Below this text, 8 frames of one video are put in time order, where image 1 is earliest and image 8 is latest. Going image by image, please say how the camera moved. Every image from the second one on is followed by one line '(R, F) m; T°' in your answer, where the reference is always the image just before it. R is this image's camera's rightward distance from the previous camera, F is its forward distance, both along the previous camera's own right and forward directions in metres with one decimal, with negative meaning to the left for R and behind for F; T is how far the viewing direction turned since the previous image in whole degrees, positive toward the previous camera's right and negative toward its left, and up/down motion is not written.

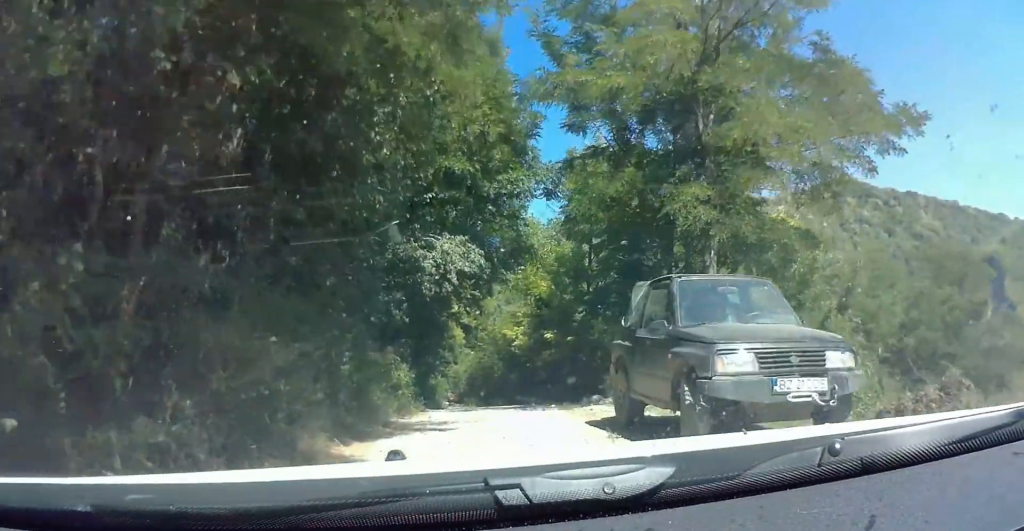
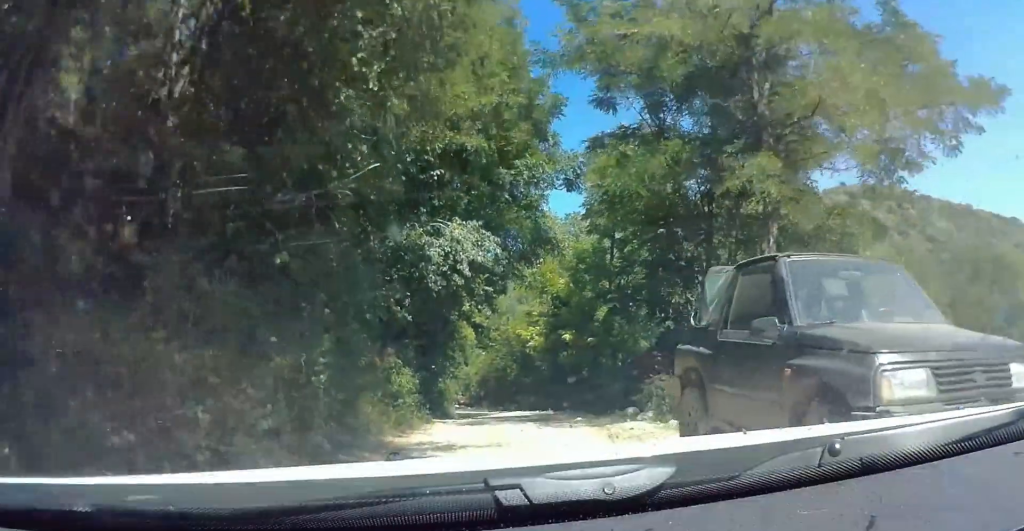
(0.0, +2.0) m; -1°
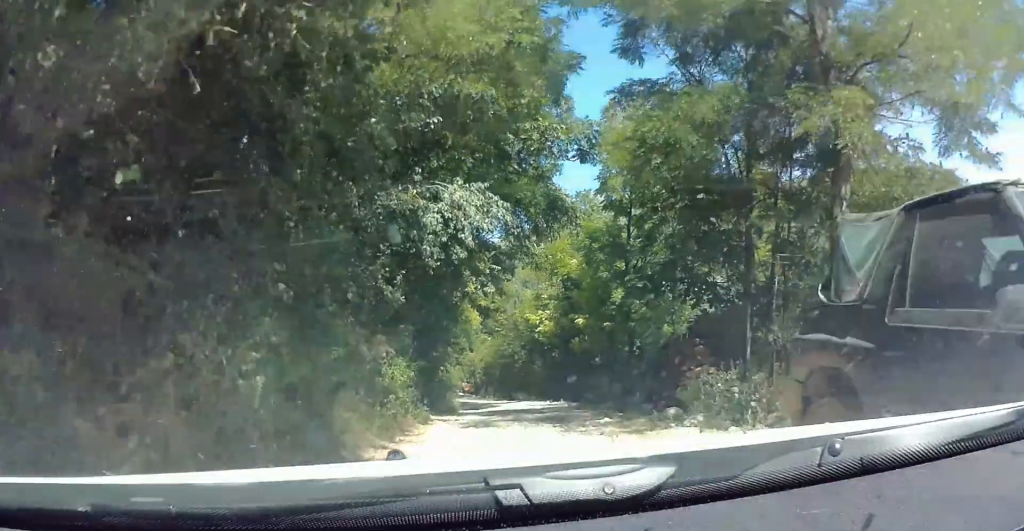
(+0.1, +2.1) m; -1°
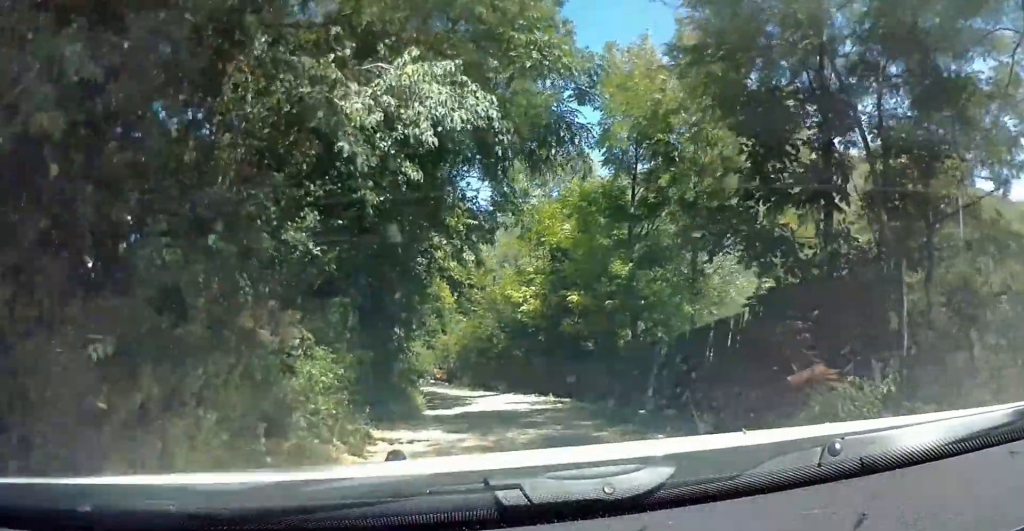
(-0.3, +4.5) m; -3°
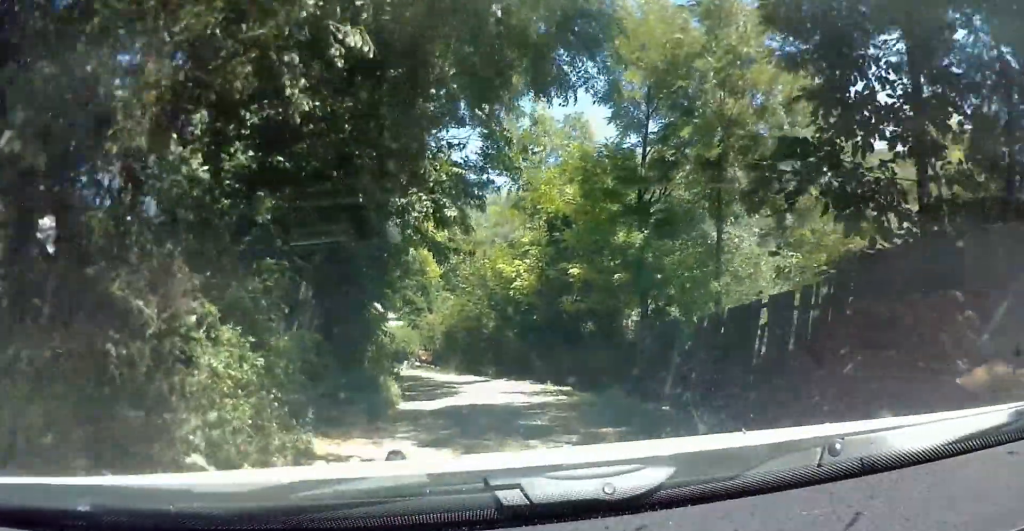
(+0.1, +2.7) m; +2°
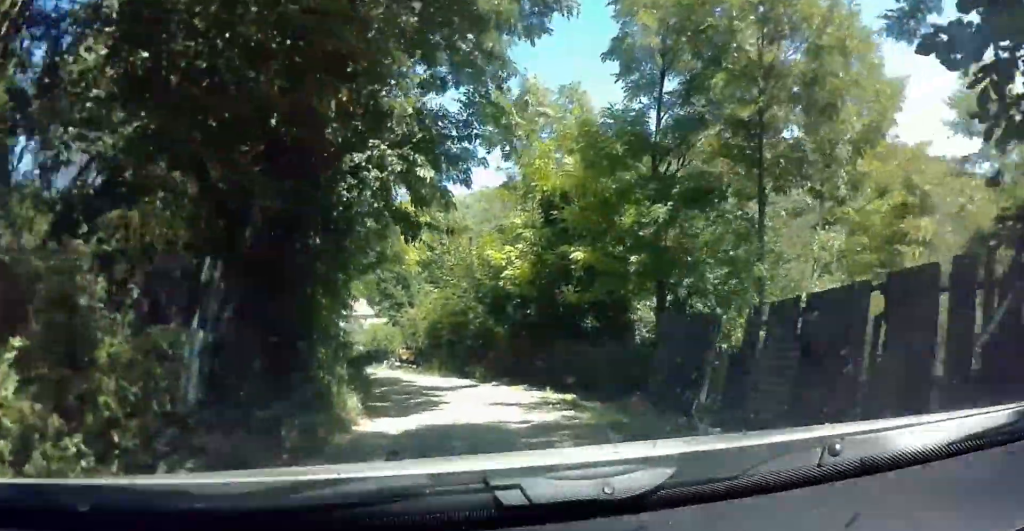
(0.0, +3.1) m; +1°
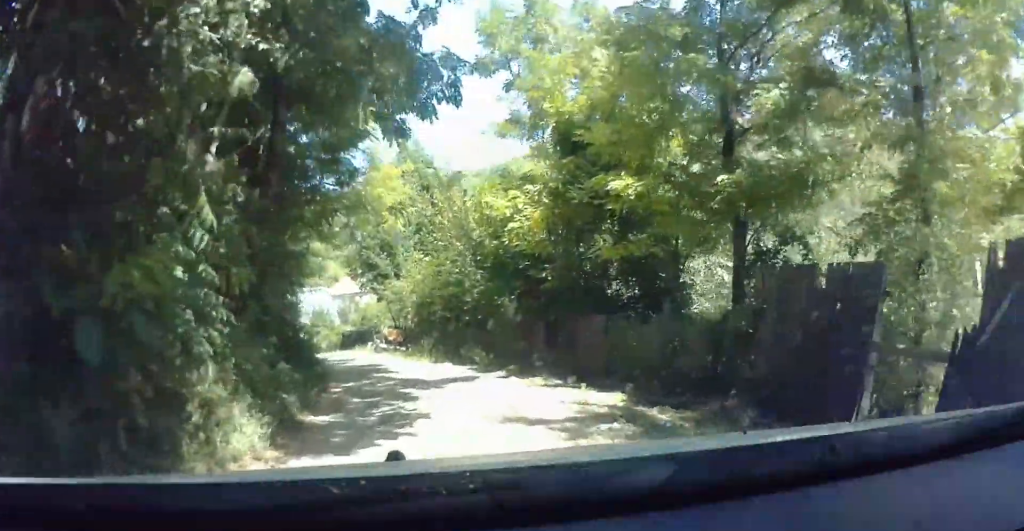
(0.0, +5.2) m; +1°
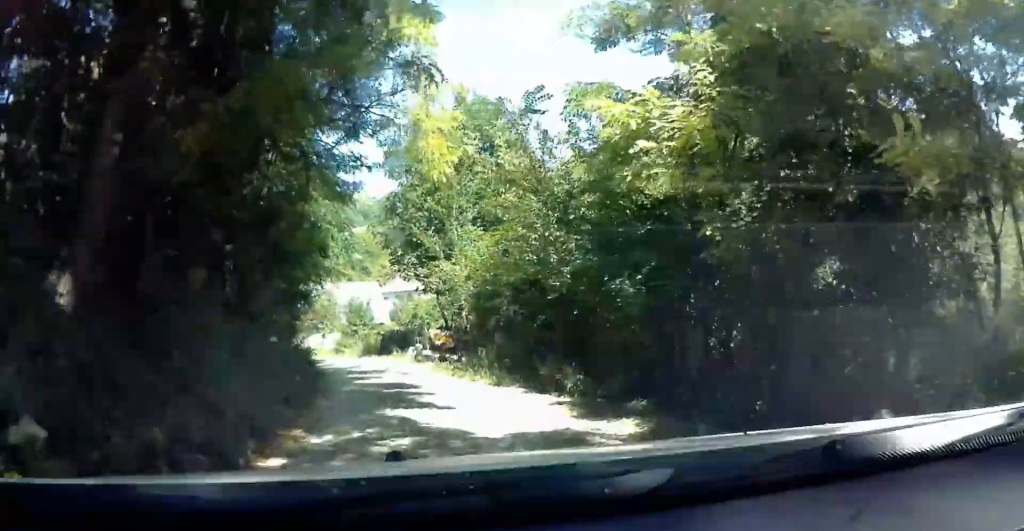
(+0.1, +7.6) m; +1°
